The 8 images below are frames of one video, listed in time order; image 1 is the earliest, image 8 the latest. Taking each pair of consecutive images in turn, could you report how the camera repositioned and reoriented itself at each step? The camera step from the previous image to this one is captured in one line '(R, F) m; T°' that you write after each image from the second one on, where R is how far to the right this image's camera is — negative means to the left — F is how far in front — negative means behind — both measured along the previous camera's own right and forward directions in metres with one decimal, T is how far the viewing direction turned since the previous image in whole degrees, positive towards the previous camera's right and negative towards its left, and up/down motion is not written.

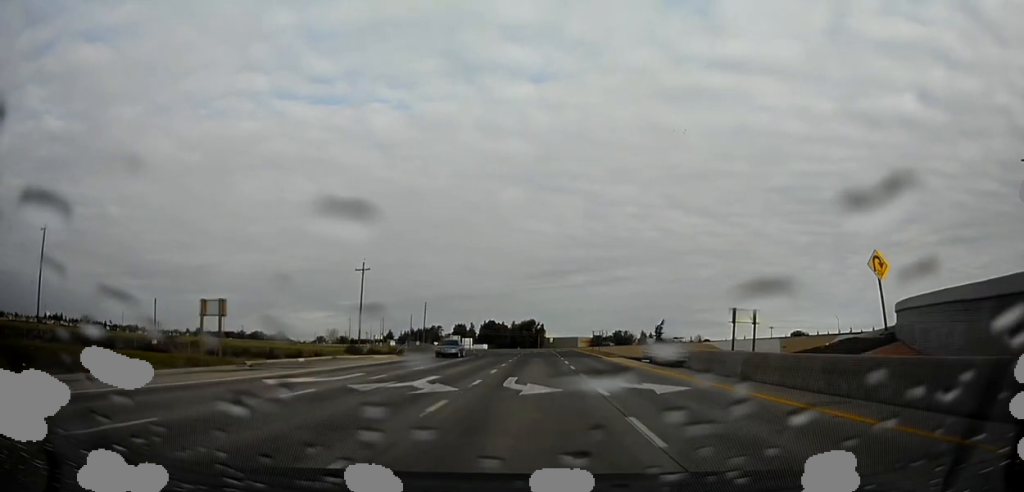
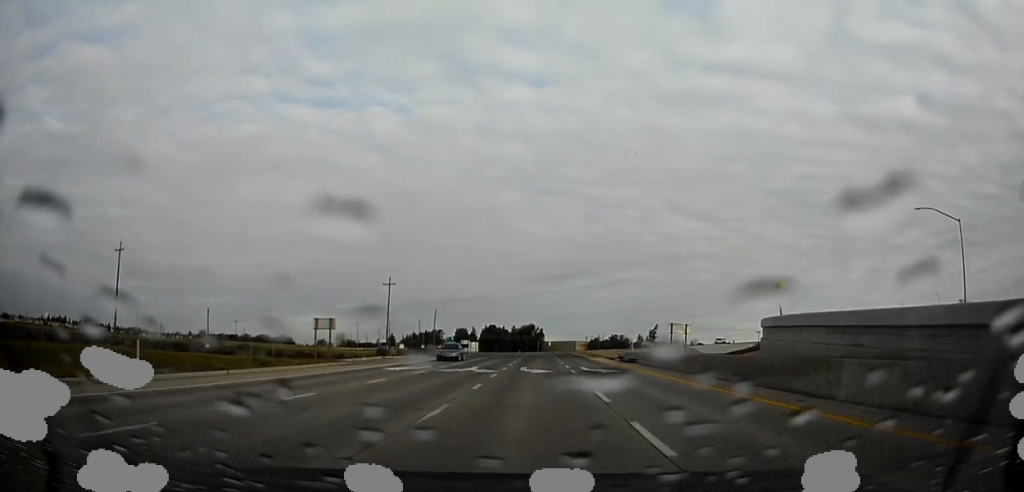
(+0.2, +15.1) m; 0°
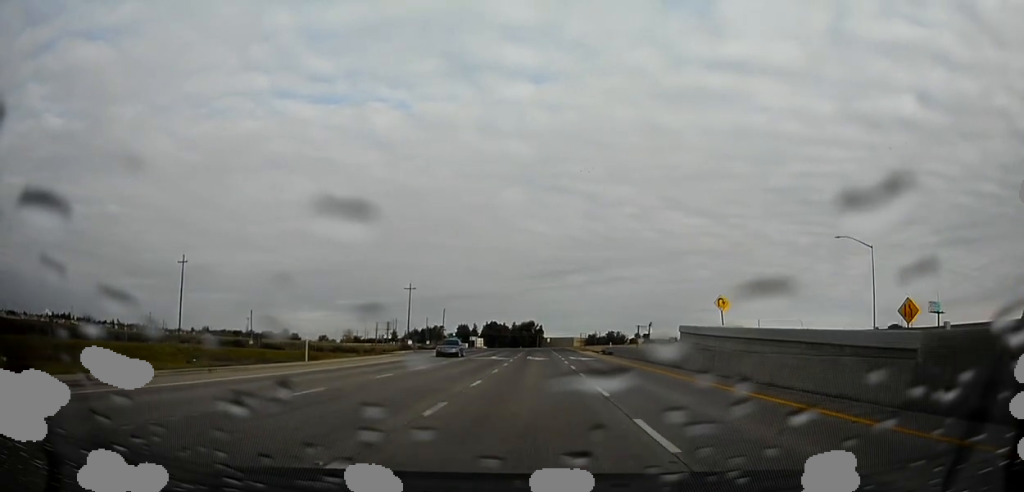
(0.0, +16.2) m; 0°
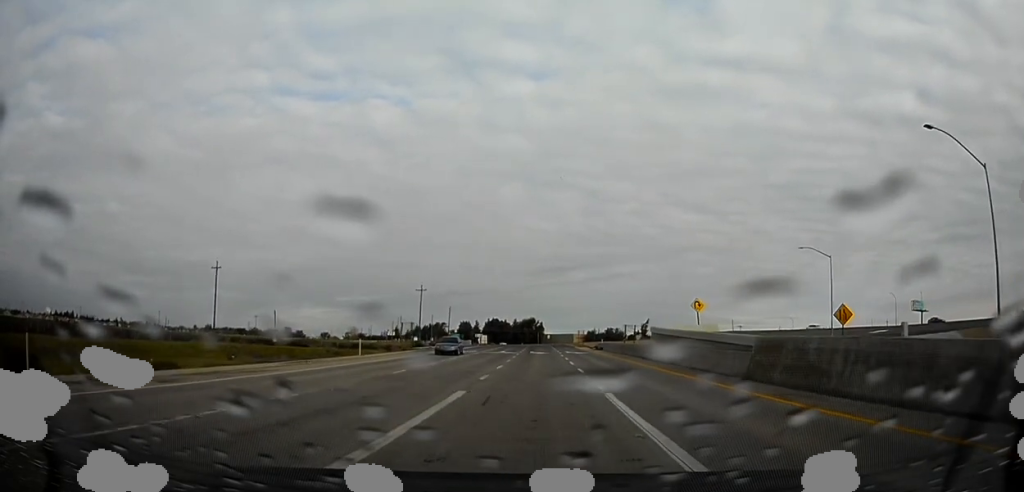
(-0.1, +11.1) m; 0°
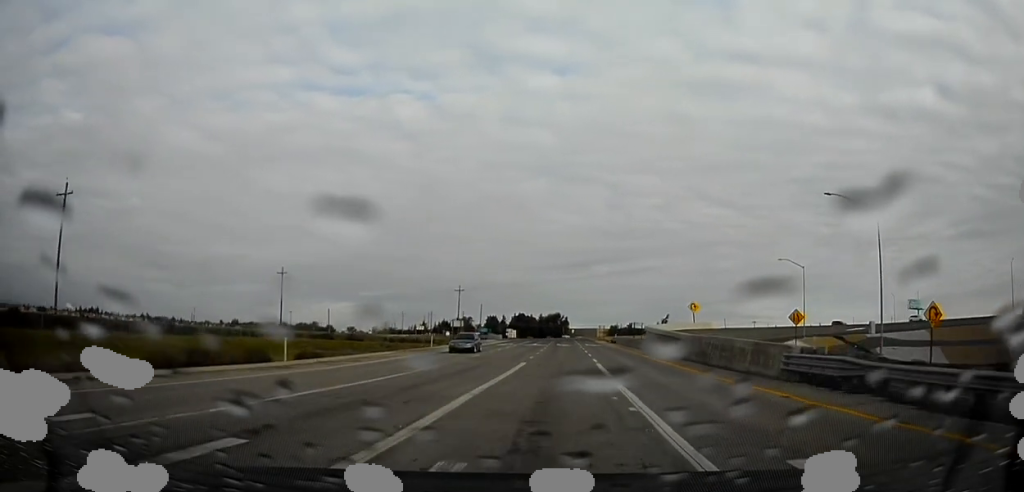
(+0.1, +17.6) m; -1°
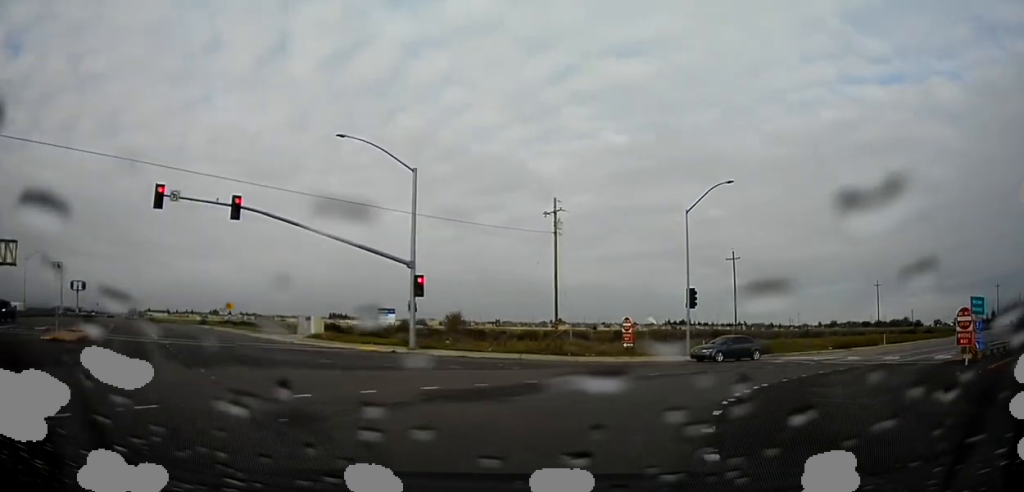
(-10.1, +33.0) m; -50°
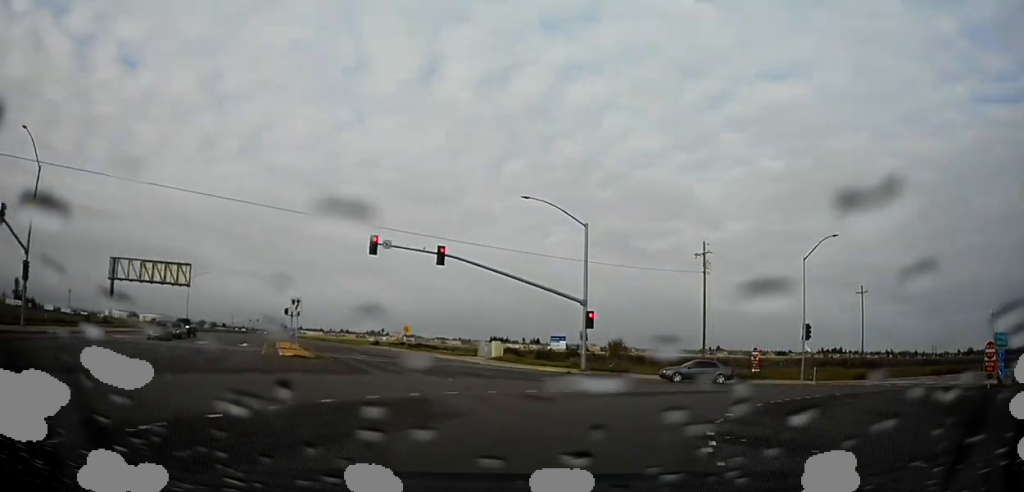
(-1.1, +8.0) m; -16°
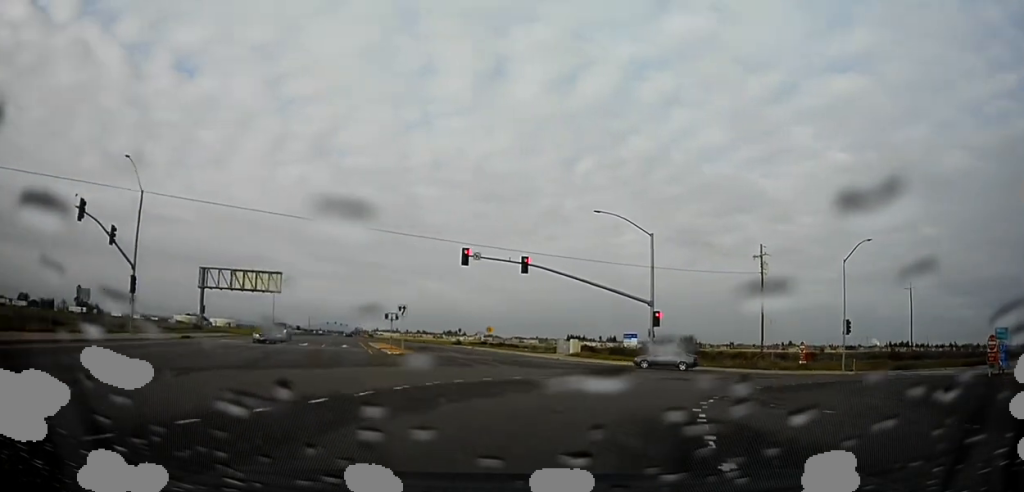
(-0.4, +5.1) m; -8°
